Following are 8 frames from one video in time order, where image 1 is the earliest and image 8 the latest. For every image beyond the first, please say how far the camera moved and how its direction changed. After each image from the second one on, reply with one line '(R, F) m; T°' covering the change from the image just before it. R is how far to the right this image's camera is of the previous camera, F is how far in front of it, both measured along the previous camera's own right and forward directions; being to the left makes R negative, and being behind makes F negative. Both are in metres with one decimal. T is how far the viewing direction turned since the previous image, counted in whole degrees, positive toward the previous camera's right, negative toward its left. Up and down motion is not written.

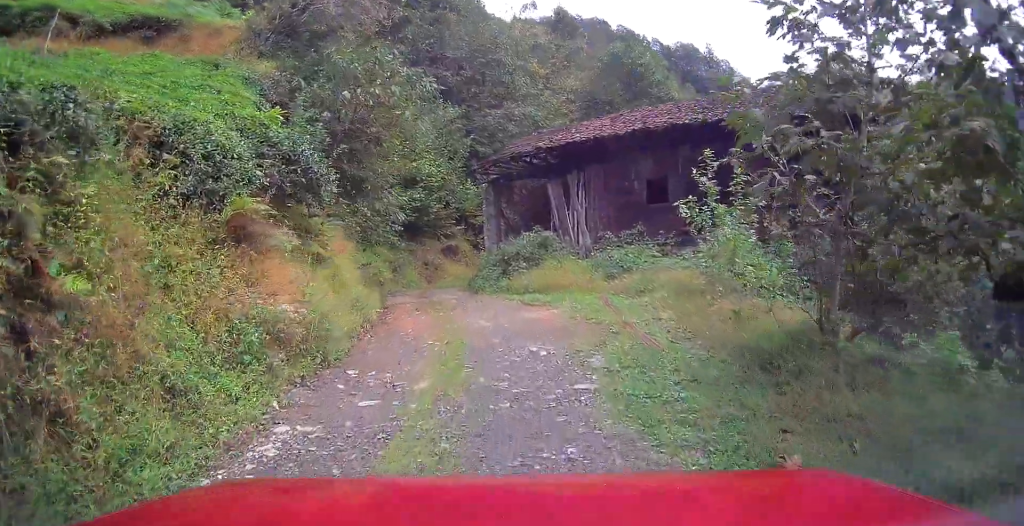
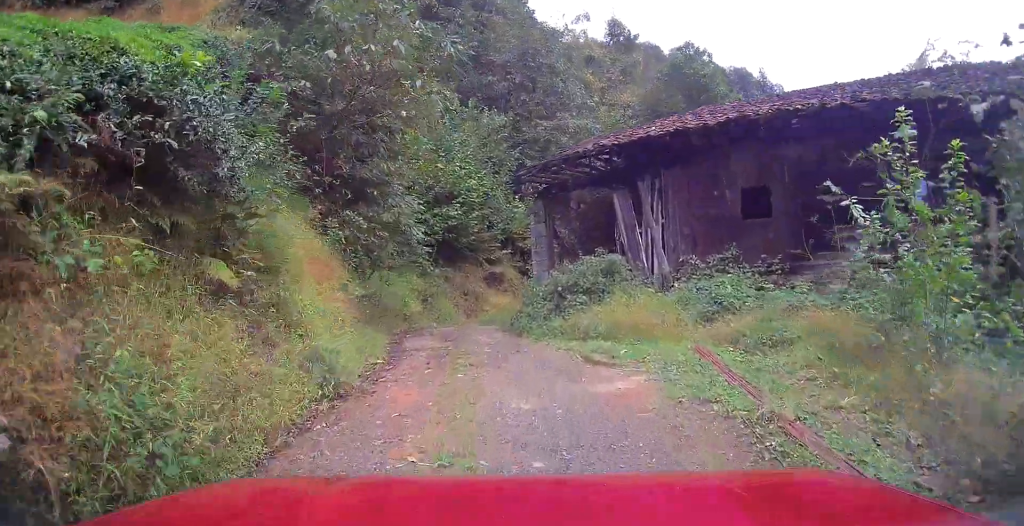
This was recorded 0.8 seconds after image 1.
(+0.2, +4.3) m; +1°
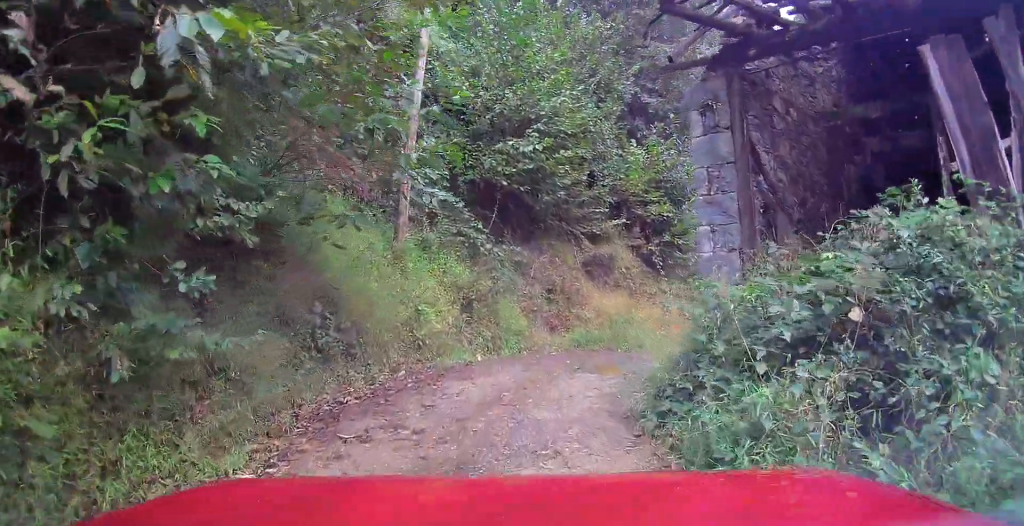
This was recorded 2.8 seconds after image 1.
(-0.5, +10.0) m; -5°
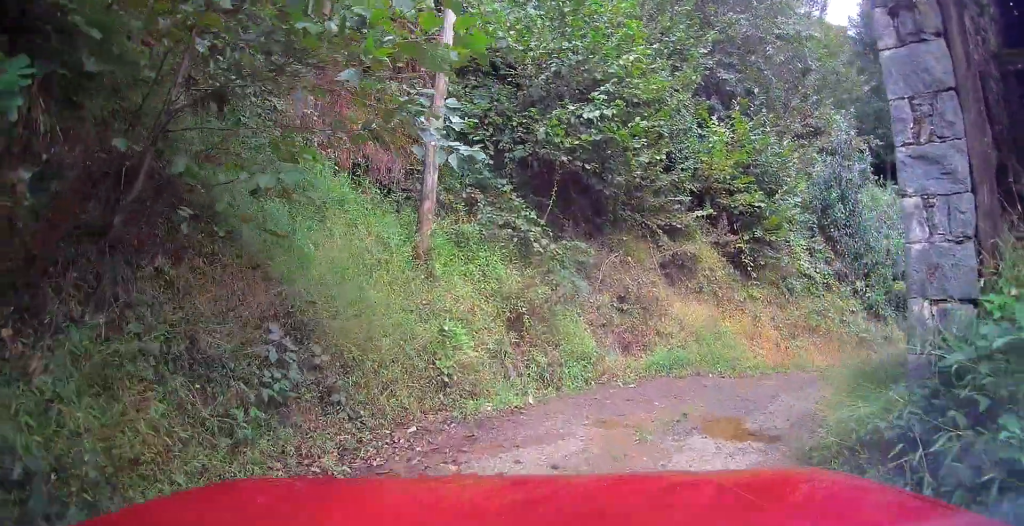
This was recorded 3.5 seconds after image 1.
(0.0, +2.9) m; +1°
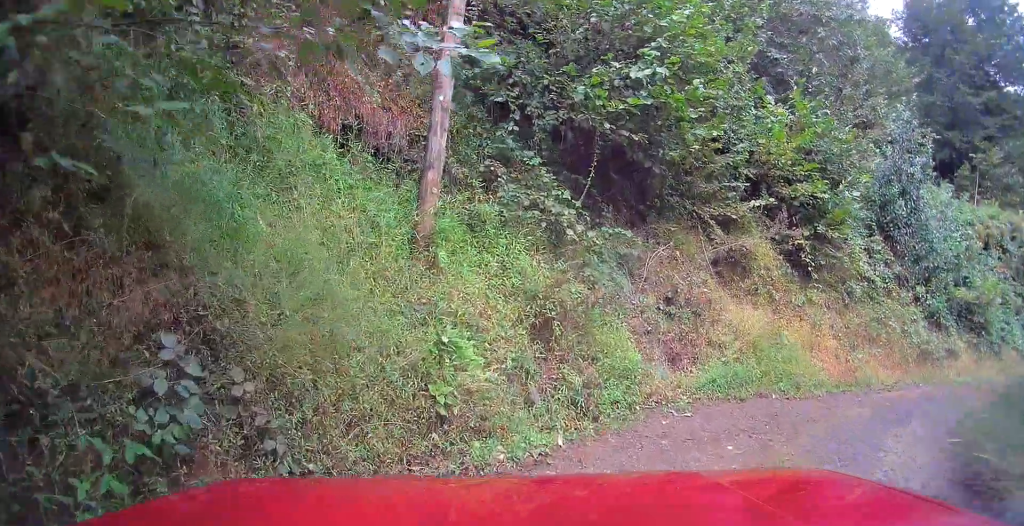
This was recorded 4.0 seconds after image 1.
(0.0, +1.9) m; +2°
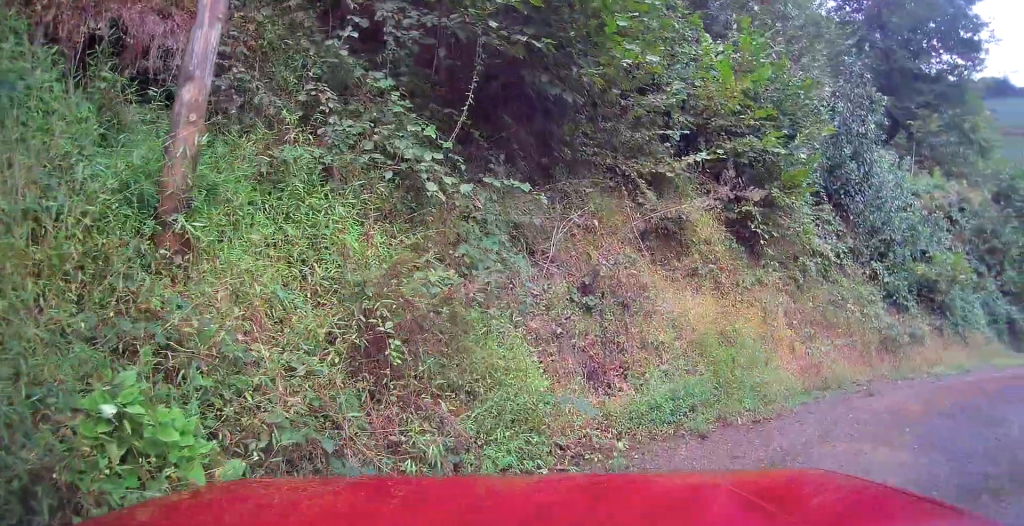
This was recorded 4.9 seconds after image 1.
(0.0, +2.7) m; +16°
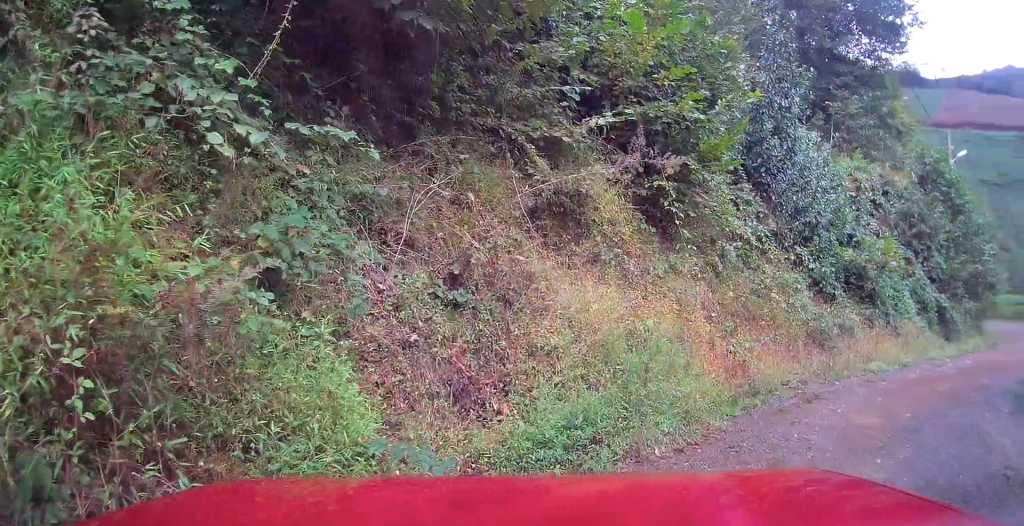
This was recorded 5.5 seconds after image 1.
(+0.4, +1.4) m; +10°
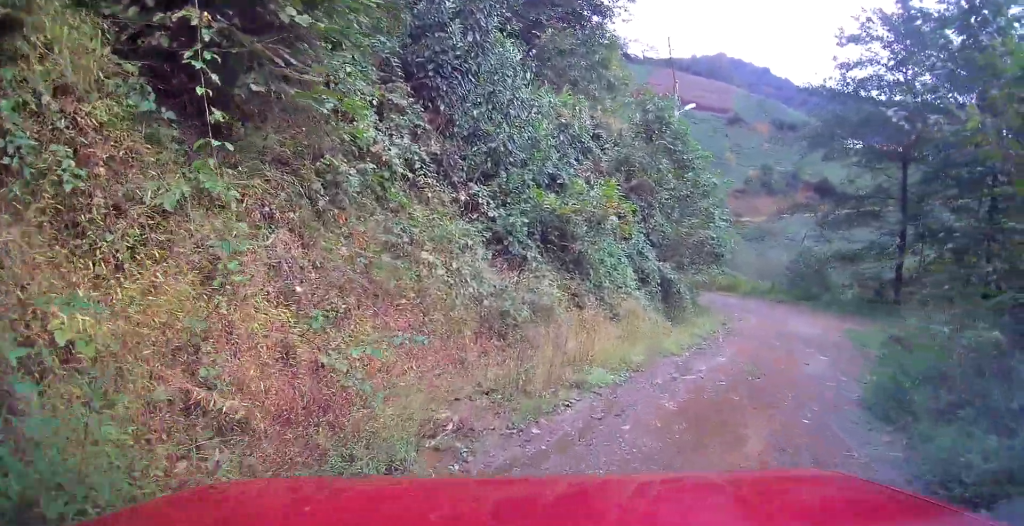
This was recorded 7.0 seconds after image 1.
(+0.6, +4.2) m; +18°
